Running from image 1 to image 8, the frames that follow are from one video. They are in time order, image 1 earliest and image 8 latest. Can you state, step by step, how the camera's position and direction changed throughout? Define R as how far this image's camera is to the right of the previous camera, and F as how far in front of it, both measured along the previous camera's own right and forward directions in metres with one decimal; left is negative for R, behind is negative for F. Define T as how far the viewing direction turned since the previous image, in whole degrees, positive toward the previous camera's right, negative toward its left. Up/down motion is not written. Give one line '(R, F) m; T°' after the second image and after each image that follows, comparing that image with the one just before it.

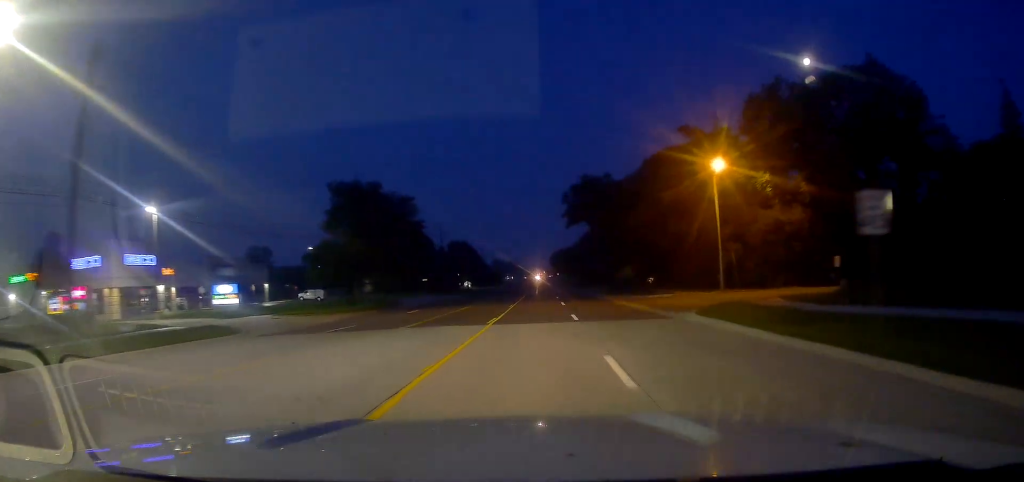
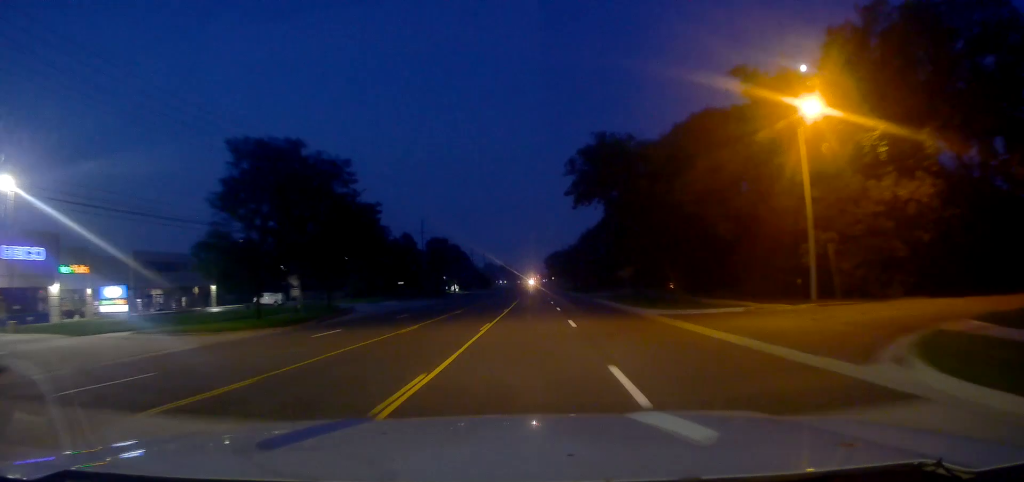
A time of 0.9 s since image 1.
(+0.7, +16.2) m; +1°
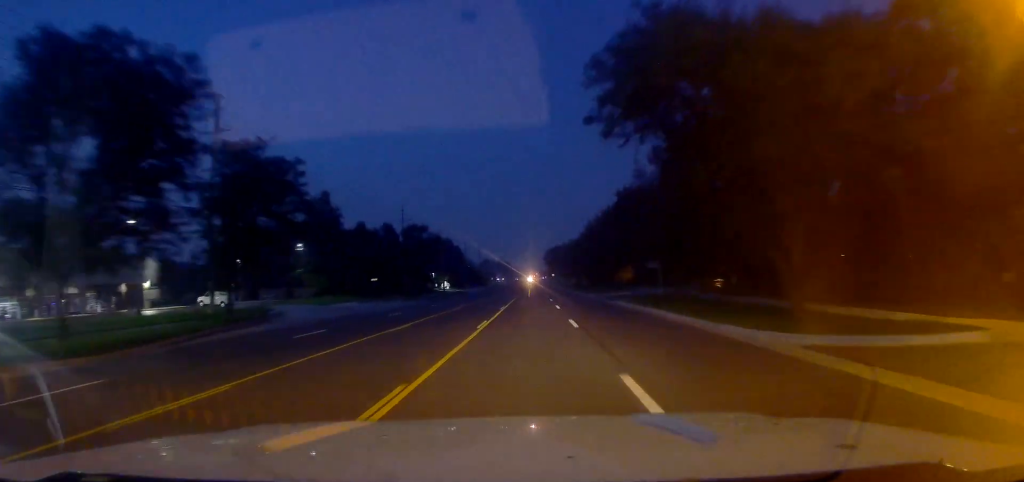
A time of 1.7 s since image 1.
(-0.4, +16.7) m; 0°
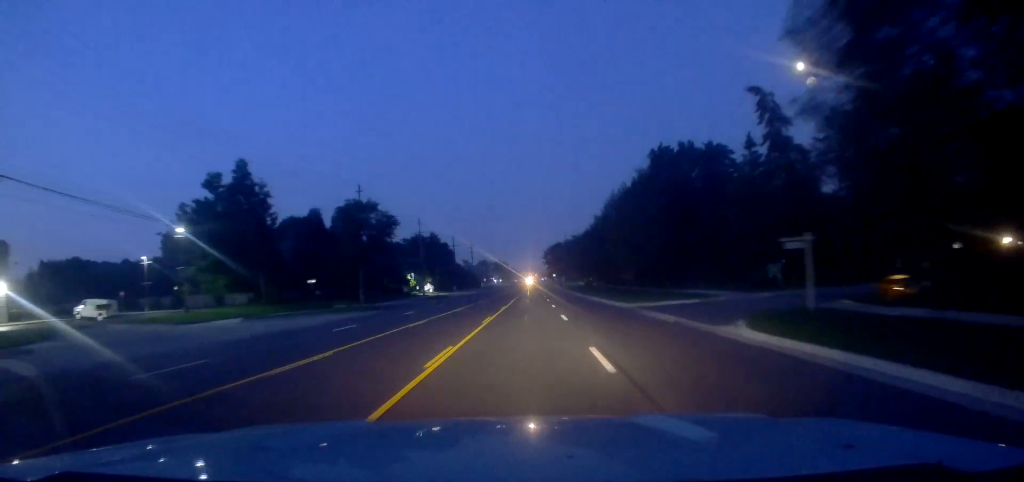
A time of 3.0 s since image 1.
(+0.2, +25.3) m; -1°
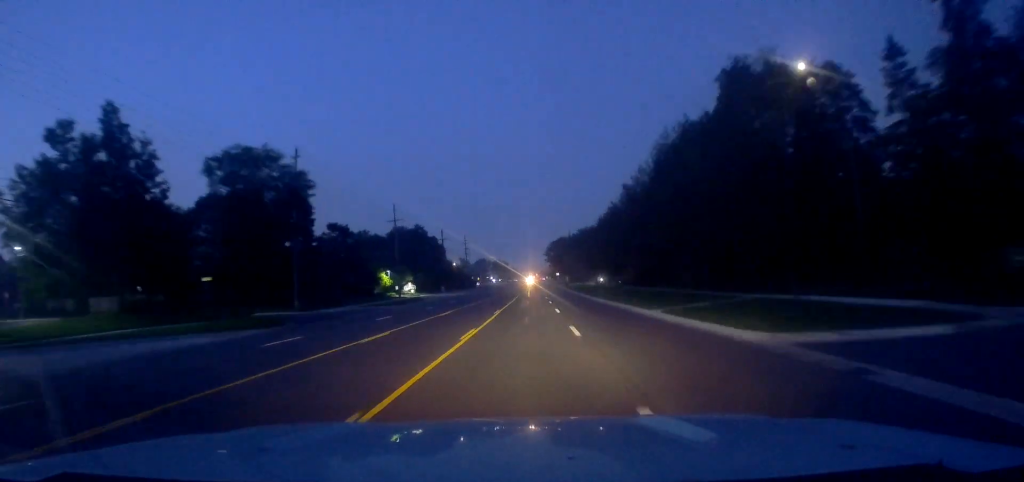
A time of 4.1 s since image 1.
(-0.5, +22.5) m; 0°
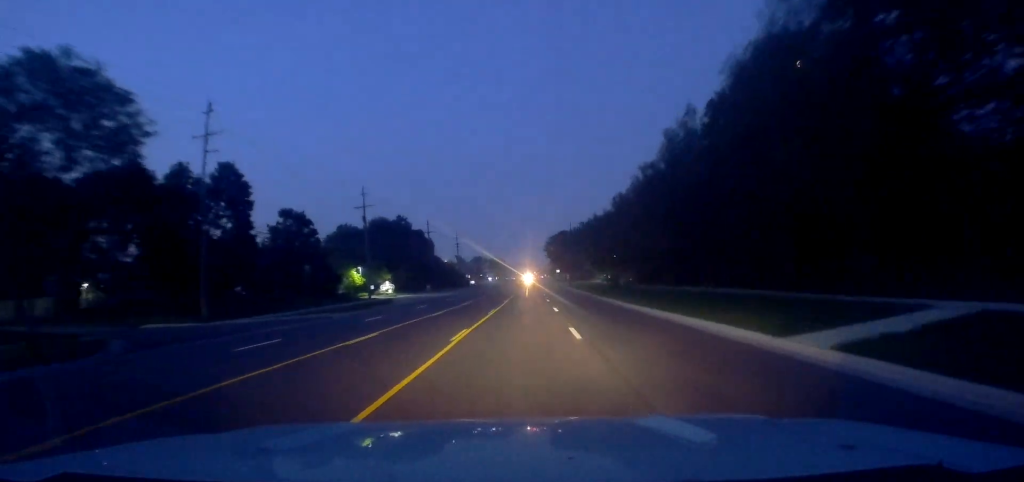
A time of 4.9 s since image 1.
(+0.5, +17.0) m; +1°
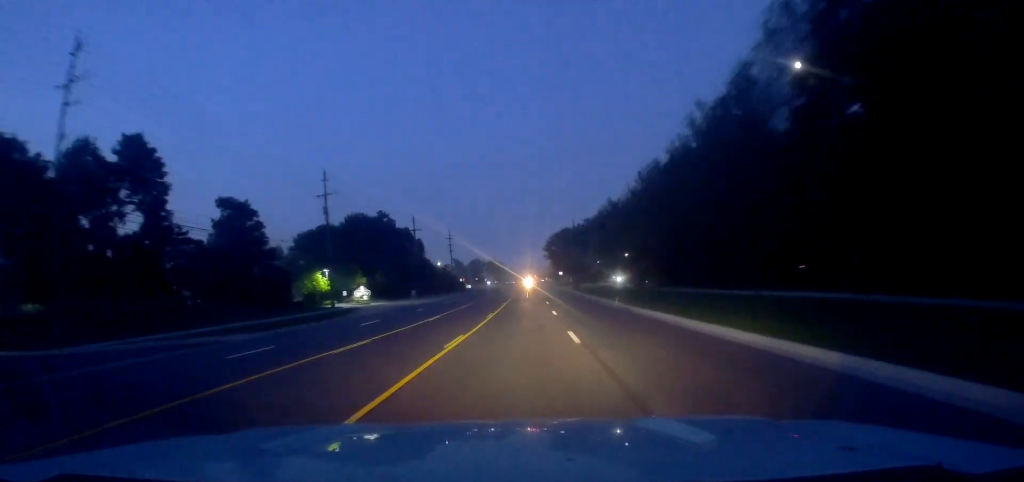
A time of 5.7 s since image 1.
(-0.3, +15.6) m; 0°
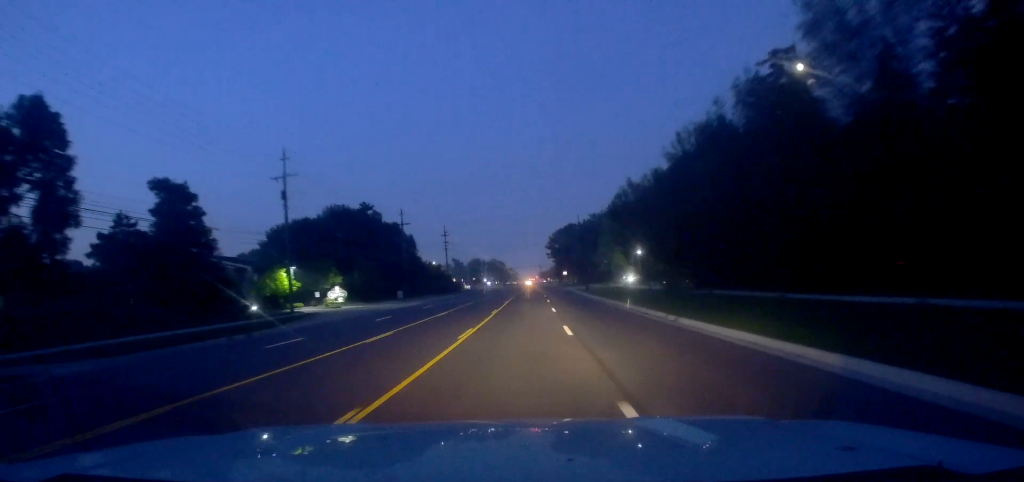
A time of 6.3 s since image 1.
(+0.1, +12.2) m; 0°
